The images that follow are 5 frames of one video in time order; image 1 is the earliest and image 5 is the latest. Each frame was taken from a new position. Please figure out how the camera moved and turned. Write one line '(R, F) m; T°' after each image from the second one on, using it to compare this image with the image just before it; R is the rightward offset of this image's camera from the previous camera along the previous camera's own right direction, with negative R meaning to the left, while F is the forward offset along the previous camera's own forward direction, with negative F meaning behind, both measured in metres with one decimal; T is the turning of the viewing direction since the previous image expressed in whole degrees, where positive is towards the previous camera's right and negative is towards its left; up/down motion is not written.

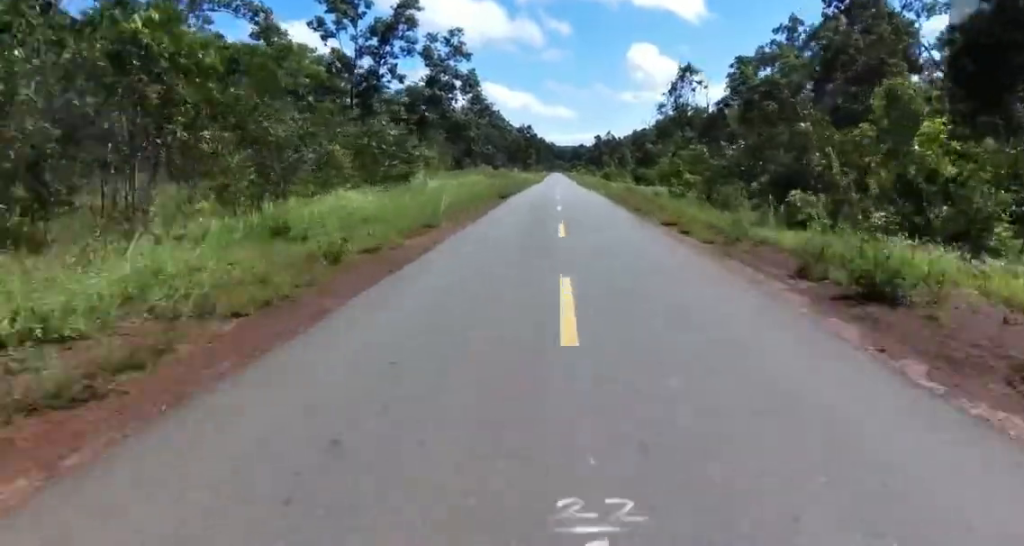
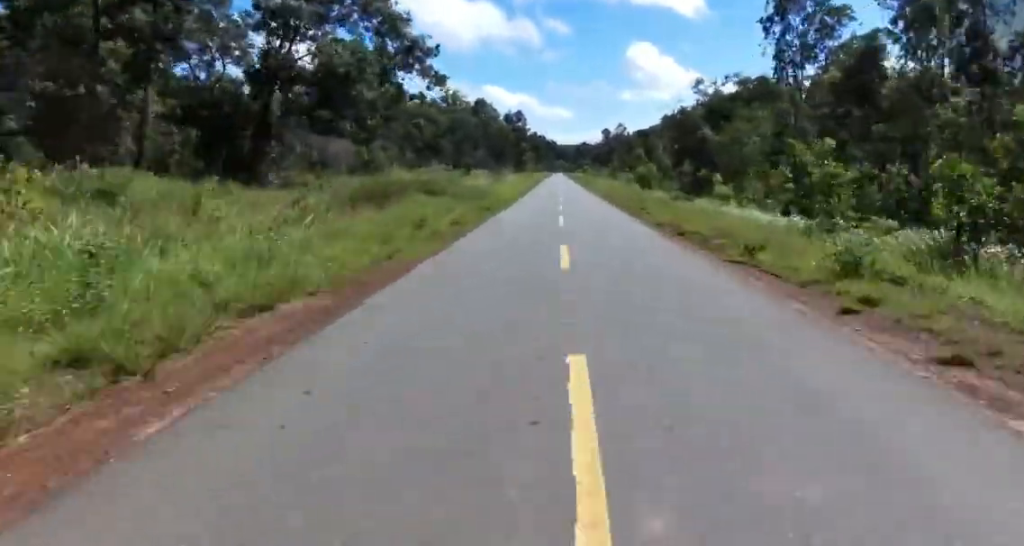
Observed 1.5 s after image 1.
(-0.7, +45.1) m; -2°
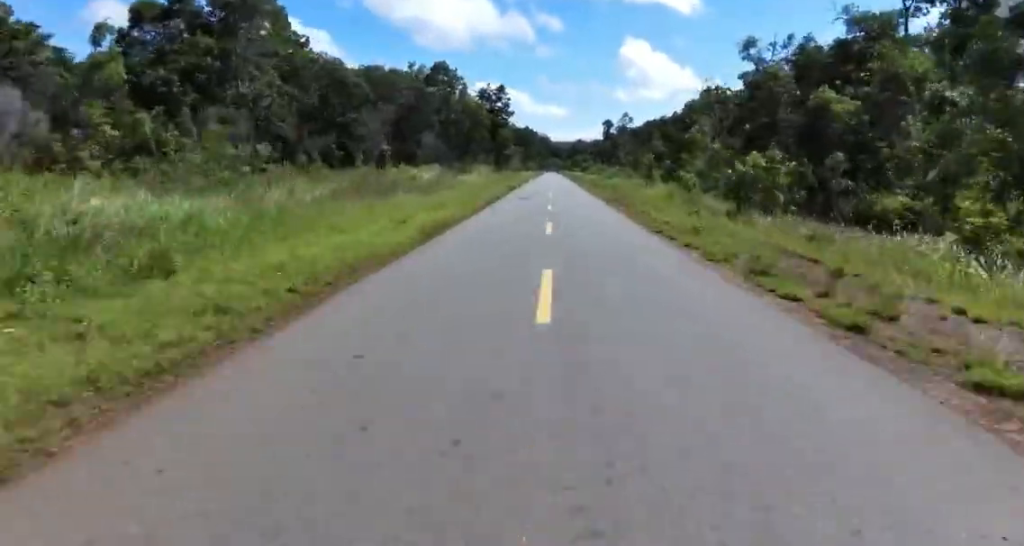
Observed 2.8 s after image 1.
(+0.5, +37.2) m; +3°
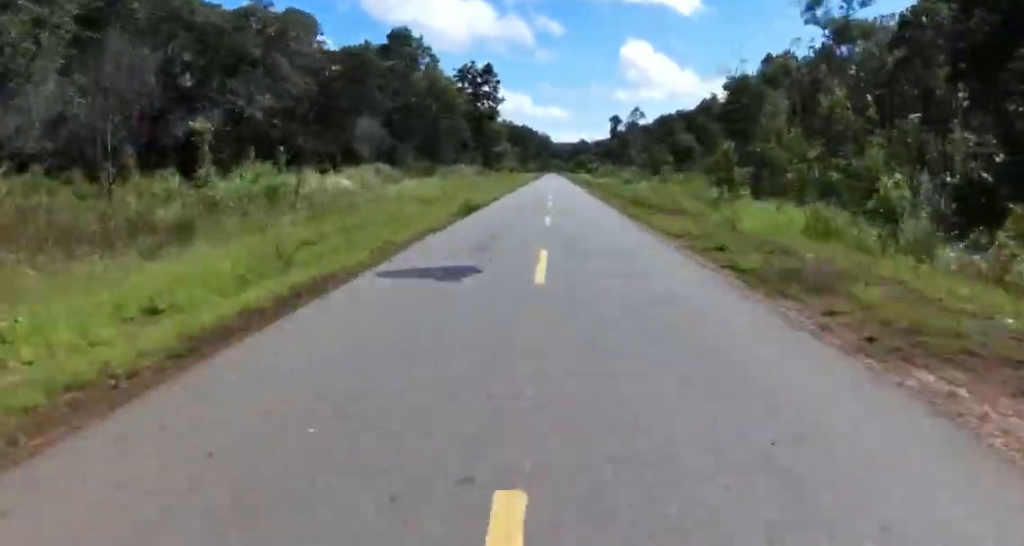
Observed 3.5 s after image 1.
(+0.7, +21.9) m; +1°
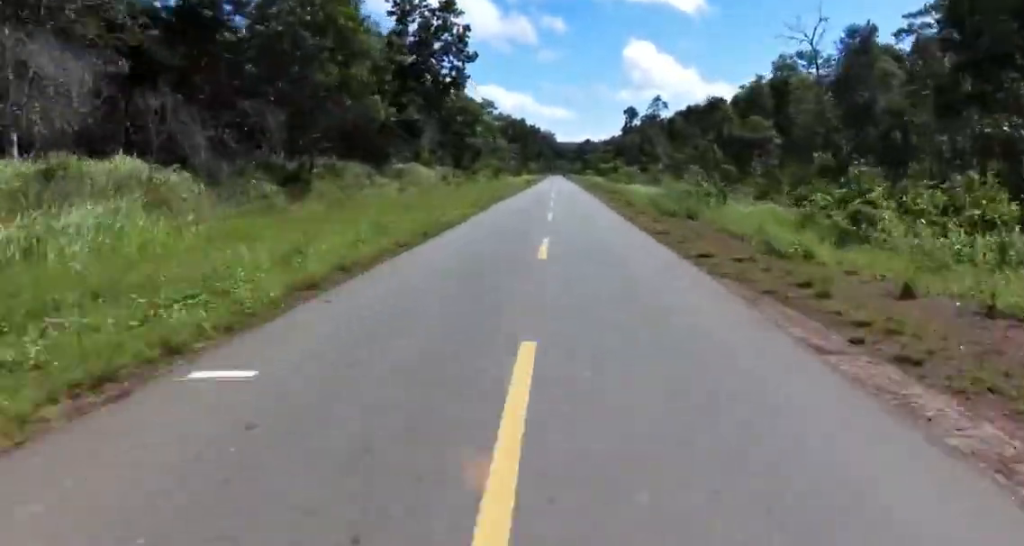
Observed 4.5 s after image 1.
(+0.2, +29.7) m; -2°
